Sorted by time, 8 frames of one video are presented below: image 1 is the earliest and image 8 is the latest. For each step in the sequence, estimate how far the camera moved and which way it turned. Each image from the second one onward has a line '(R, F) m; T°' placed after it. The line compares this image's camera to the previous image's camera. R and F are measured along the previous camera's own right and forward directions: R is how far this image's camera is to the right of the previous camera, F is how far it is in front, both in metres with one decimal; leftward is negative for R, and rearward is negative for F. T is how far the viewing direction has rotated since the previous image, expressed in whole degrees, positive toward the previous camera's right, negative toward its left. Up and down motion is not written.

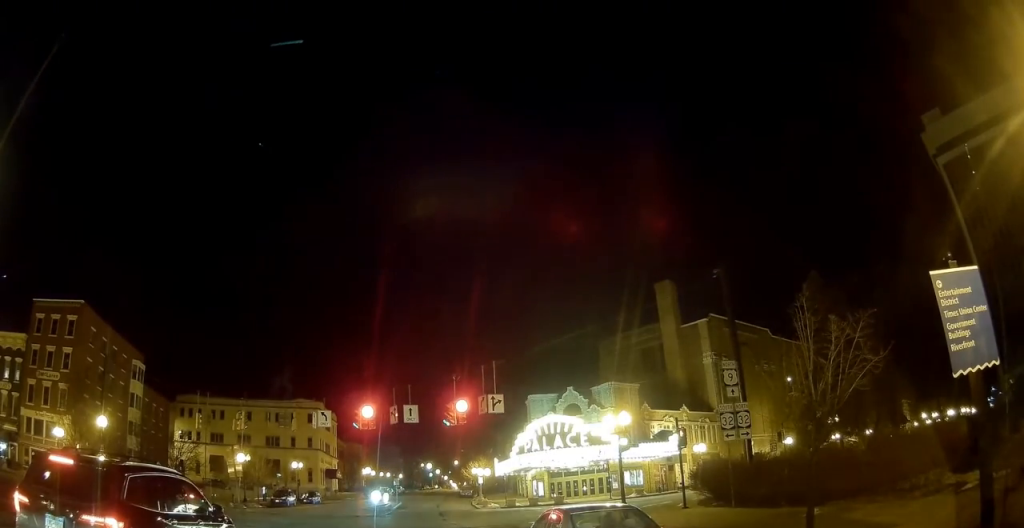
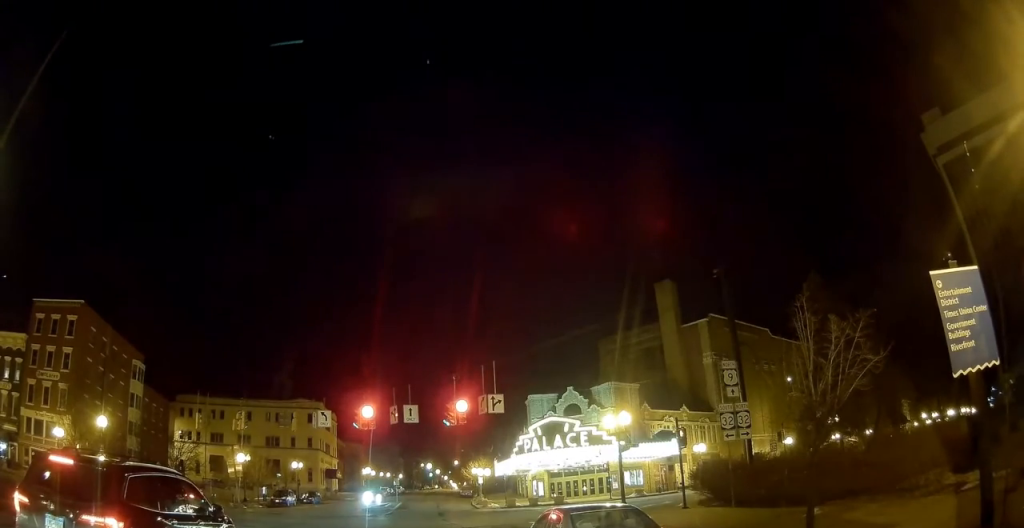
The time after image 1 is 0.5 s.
(0.0, 0.0) m; 0°
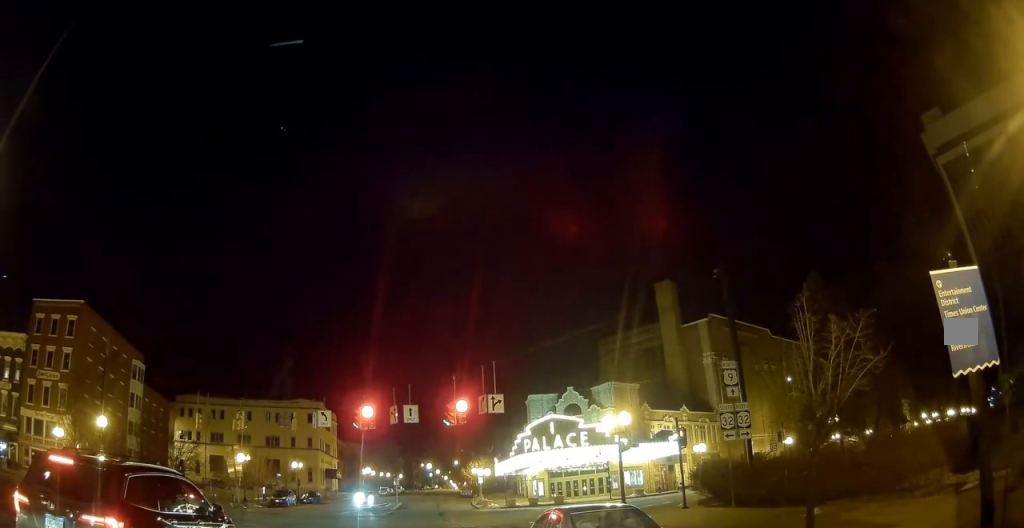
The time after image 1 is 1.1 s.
(0.0, 0.0) m; 0°
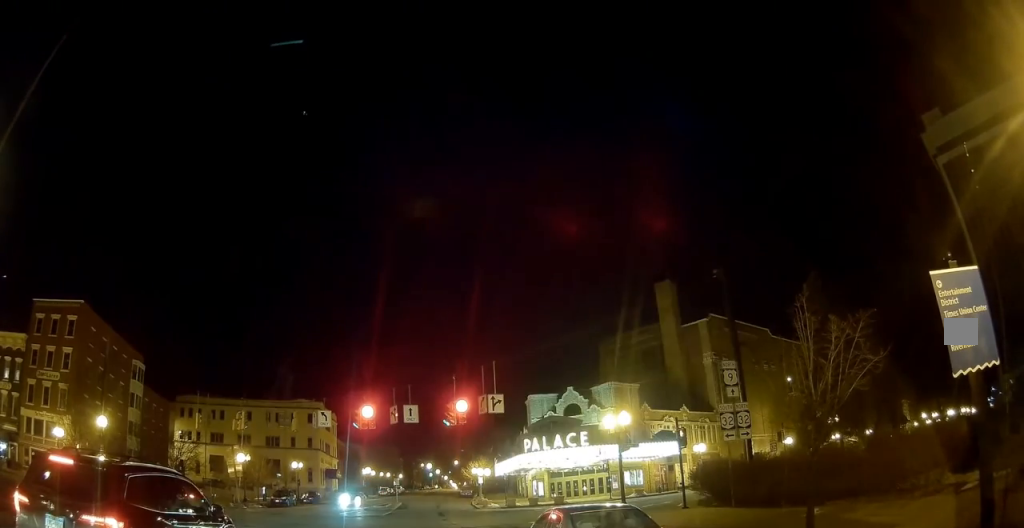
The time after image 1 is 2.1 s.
(+0.2, +0.3) m; 0°
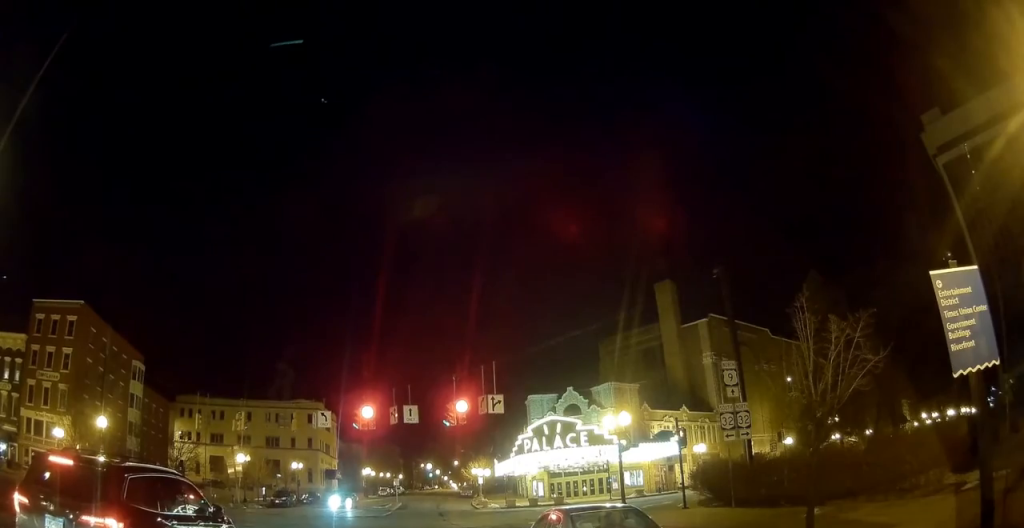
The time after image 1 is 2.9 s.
(+0.1, +0.4) m; 0°
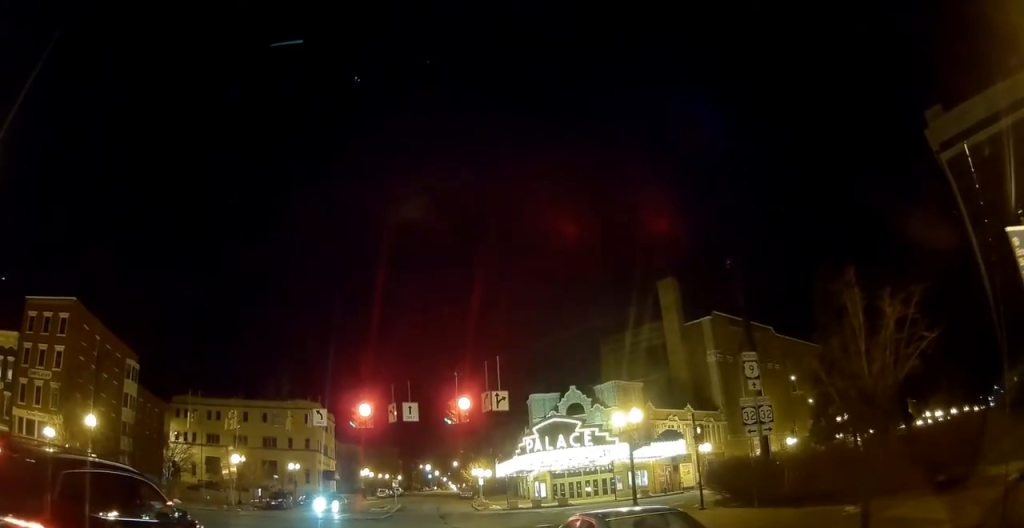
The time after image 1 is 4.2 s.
(+0.1, +0.6) m; 0°
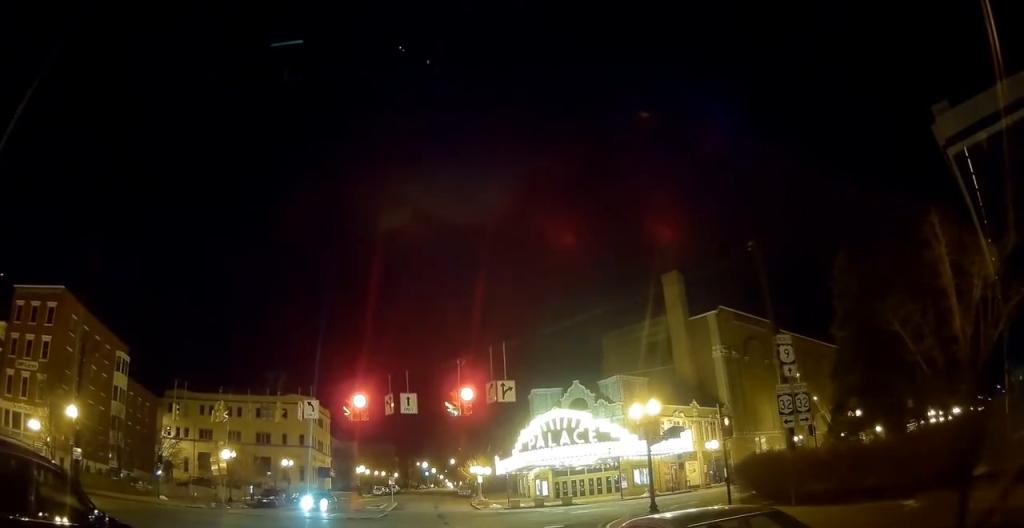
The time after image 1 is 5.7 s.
(0.0, +0.9) m; 0°
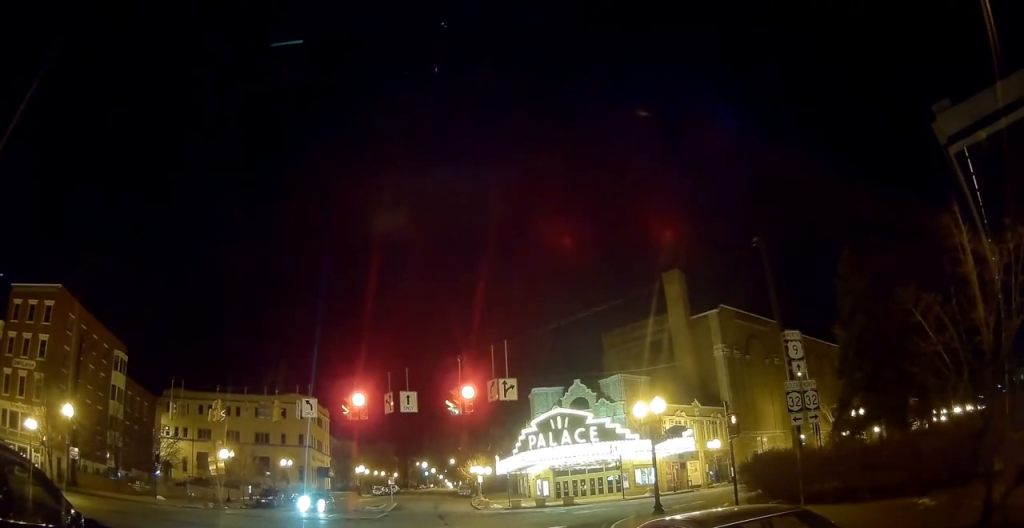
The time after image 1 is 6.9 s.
(-0.2, +0.7) m; 0°
